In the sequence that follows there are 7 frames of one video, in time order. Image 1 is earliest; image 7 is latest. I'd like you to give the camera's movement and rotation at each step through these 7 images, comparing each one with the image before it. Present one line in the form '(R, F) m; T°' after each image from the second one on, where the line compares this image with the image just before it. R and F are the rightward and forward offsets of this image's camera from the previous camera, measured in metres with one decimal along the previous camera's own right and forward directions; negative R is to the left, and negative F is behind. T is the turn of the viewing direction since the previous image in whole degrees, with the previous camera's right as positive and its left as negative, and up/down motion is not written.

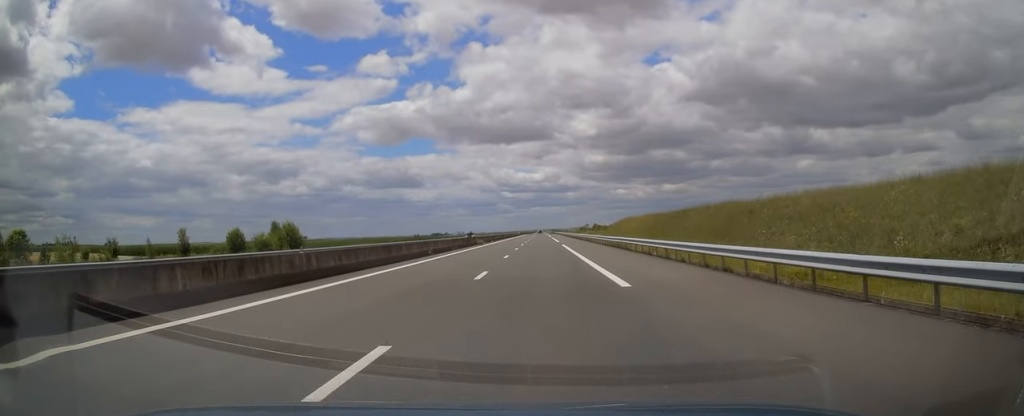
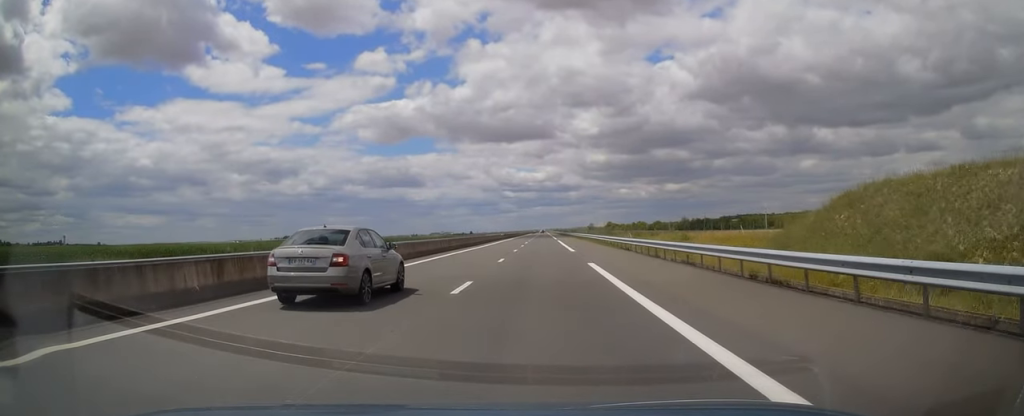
(-1.0, +81.4) m; -1°
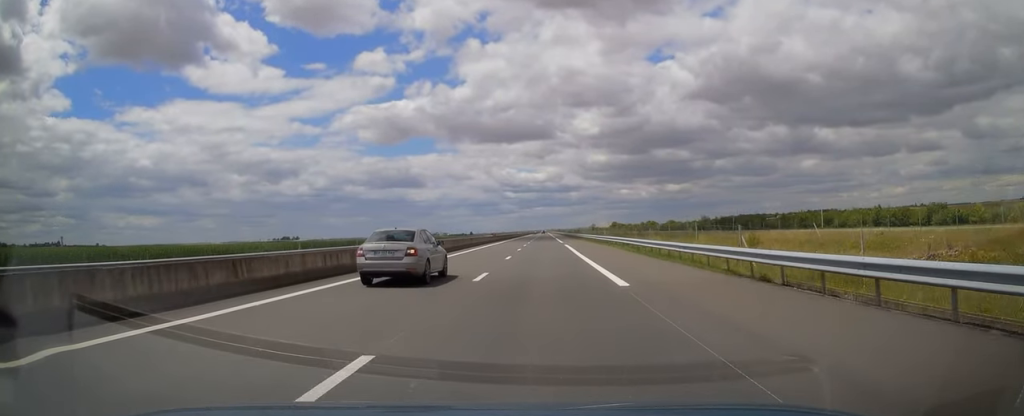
(0.0, +22.4) m; 0°
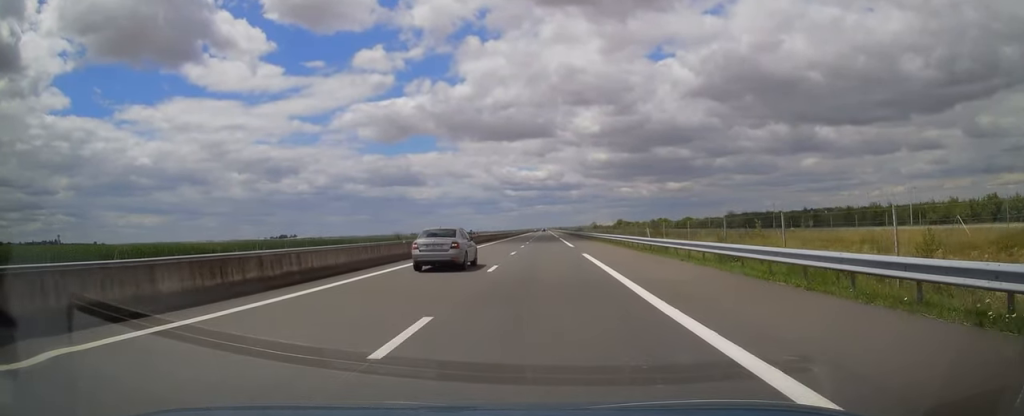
(0.0, +22.9) m; 0°
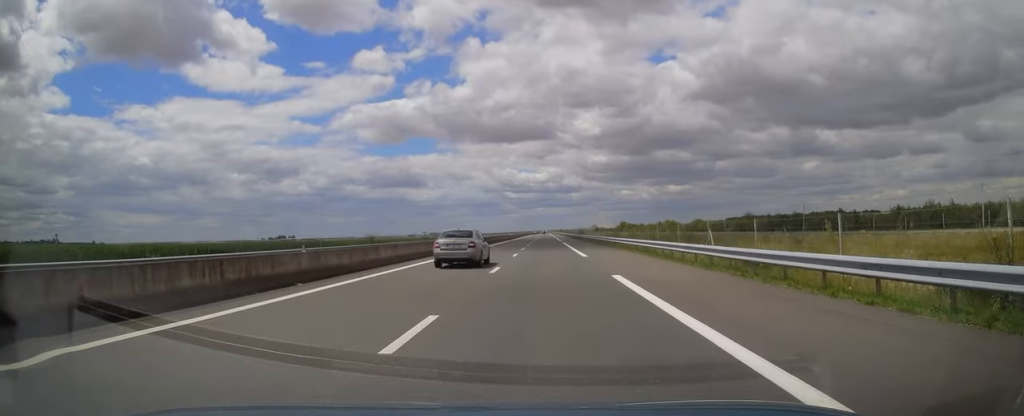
(0.0, +12.6) m; 0°
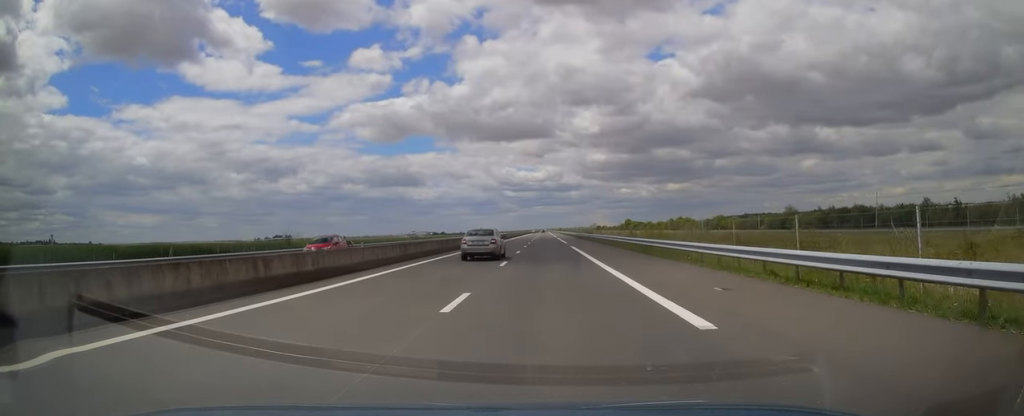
(0.0, +22.5) m; 0°
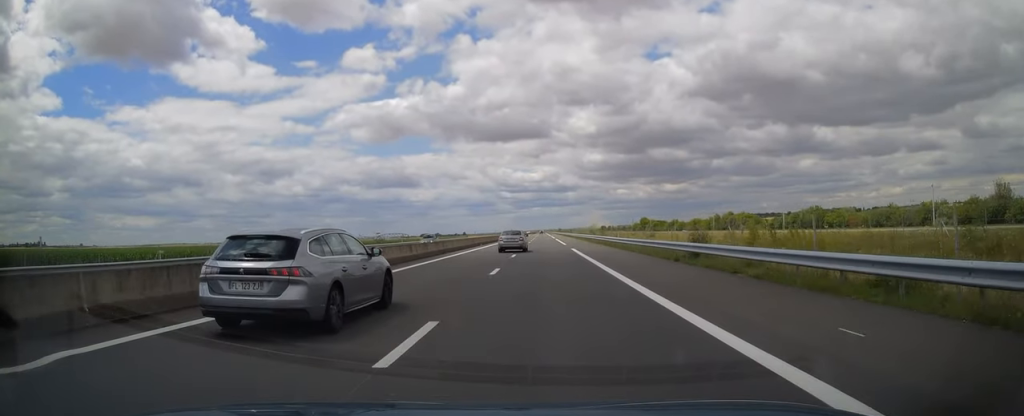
(0.0, +55.6) m; 0°
